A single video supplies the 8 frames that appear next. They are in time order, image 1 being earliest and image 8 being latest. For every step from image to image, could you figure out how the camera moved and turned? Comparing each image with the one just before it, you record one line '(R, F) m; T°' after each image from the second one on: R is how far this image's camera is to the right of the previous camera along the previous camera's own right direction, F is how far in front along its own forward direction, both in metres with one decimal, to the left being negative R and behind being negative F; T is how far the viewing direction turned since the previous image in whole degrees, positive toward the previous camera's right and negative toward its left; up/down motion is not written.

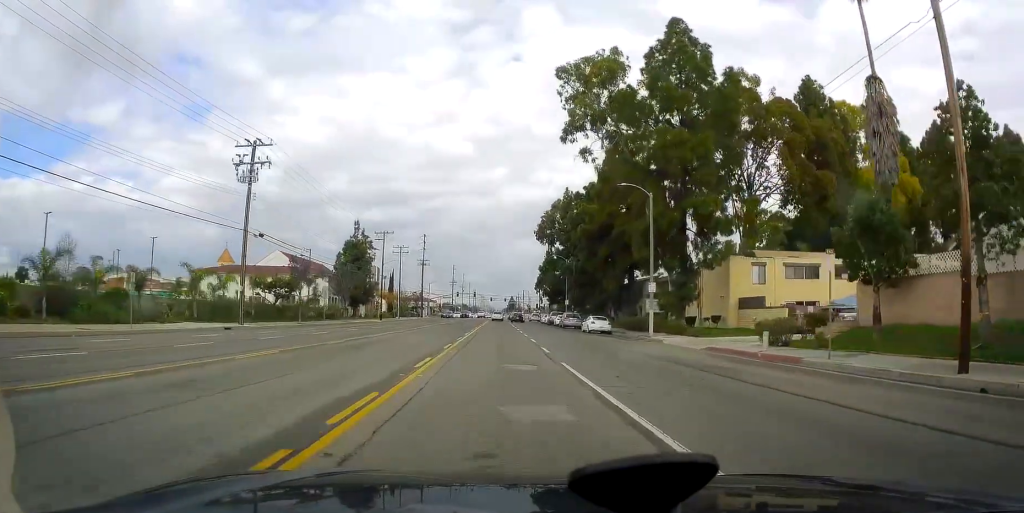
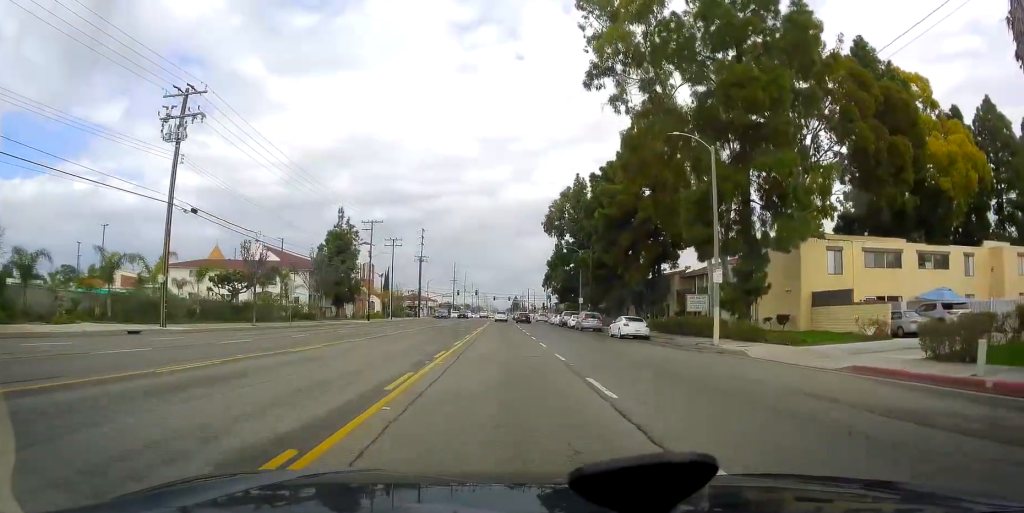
(0.0, +11.7) m; 0°
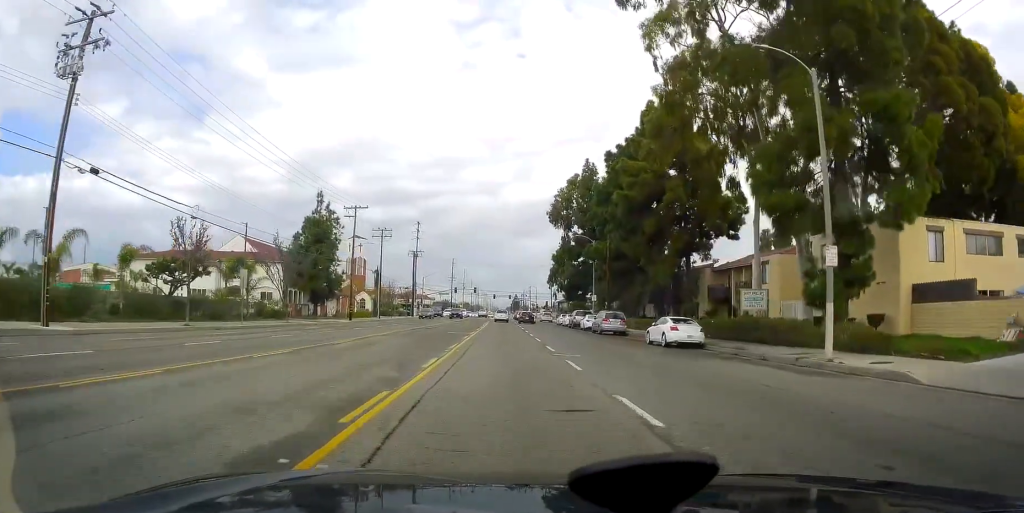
(0.0, +10.6) m; 0°
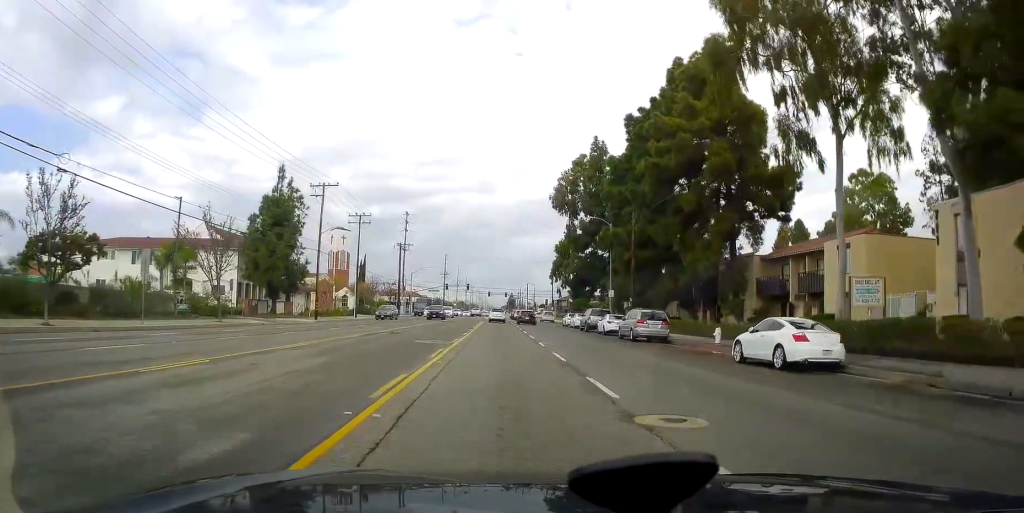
(0.0, +12.8) m; 0°
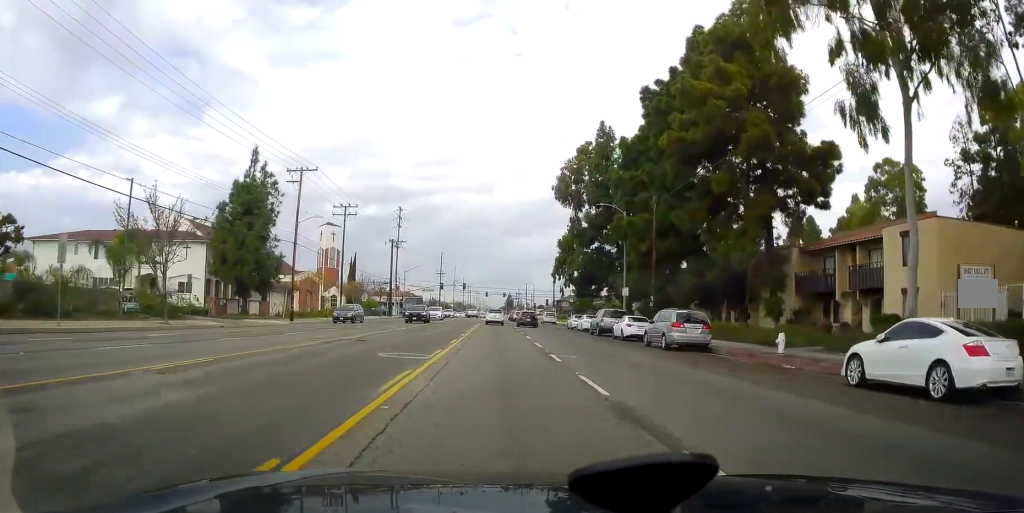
(0.0, +7.2) m; 0°
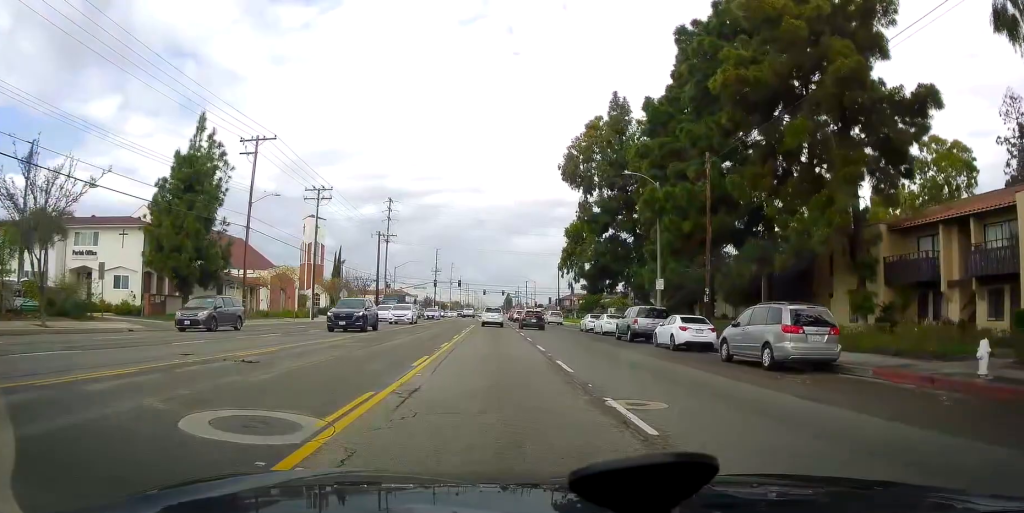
(0.0, +11.1) m; 0°
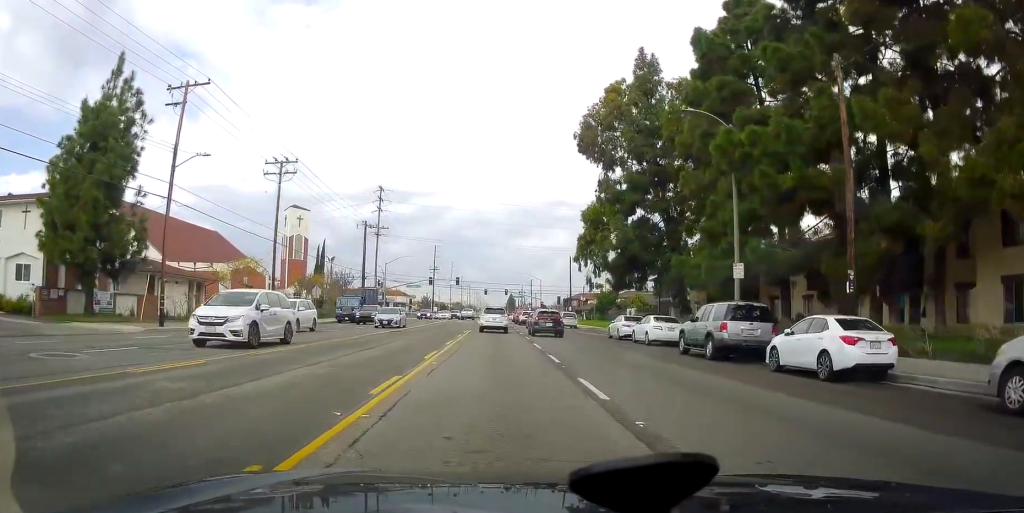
(0.0, +12.8) m; 0°
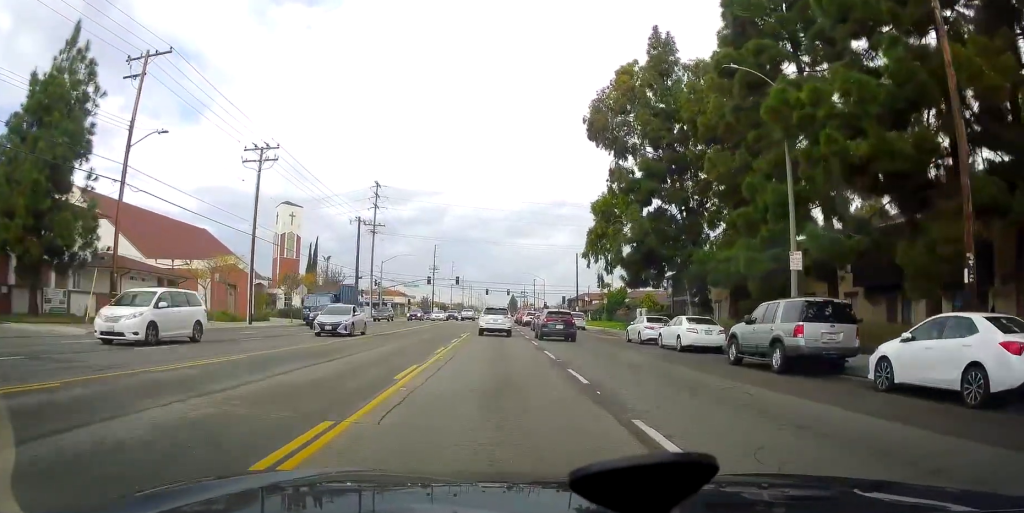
(0.0, +5.3) m; 0°
